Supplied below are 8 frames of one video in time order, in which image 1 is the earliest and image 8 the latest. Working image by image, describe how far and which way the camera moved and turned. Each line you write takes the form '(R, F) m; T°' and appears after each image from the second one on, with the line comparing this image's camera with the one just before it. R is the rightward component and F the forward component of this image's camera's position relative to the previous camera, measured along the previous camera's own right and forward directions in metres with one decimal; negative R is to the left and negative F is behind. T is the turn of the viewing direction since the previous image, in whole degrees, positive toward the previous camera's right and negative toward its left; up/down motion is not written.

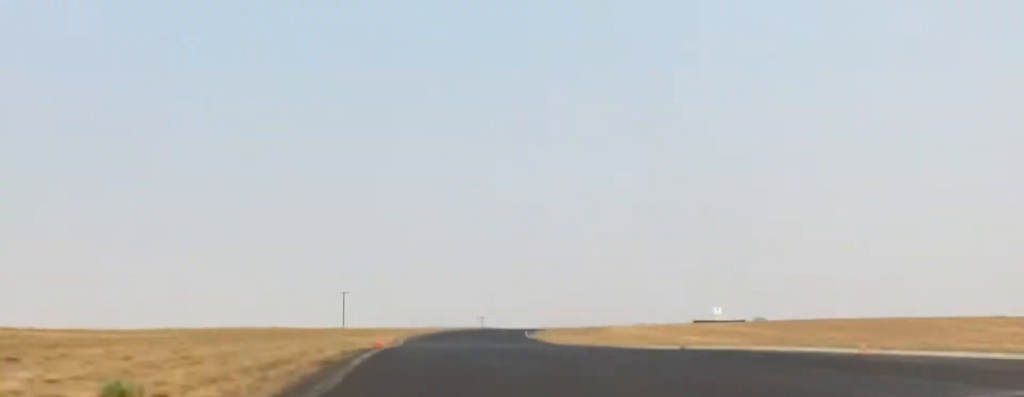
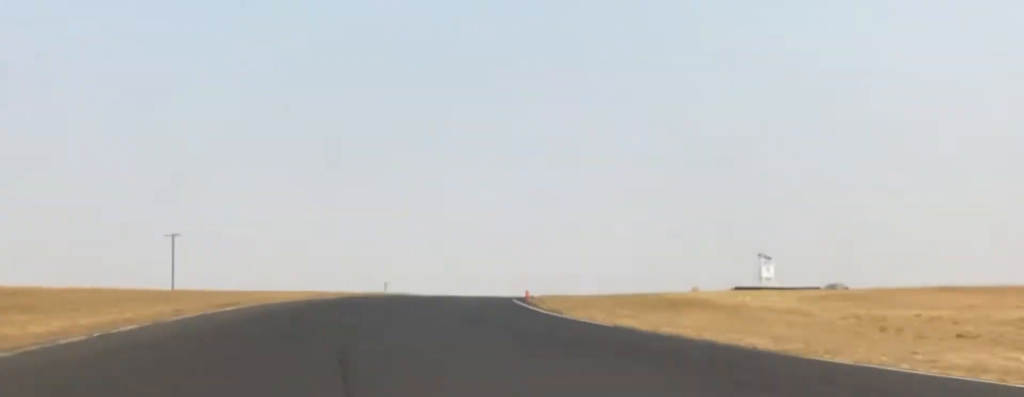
(+2.5, +58.6) m; +9°
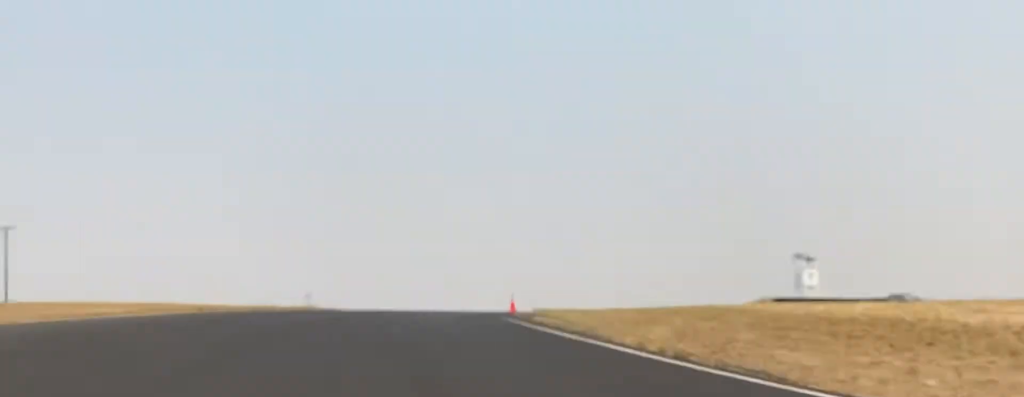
(+0.7, +23.3) m; +5°
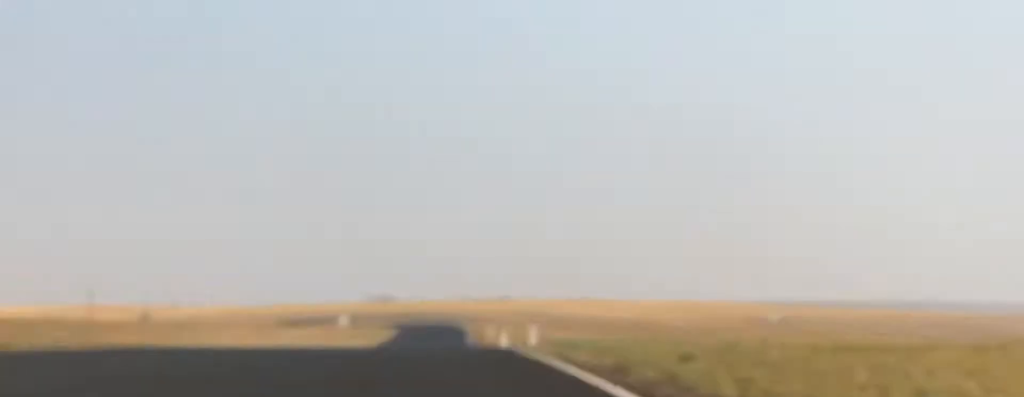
(+8.7, +62.1) m; +13°
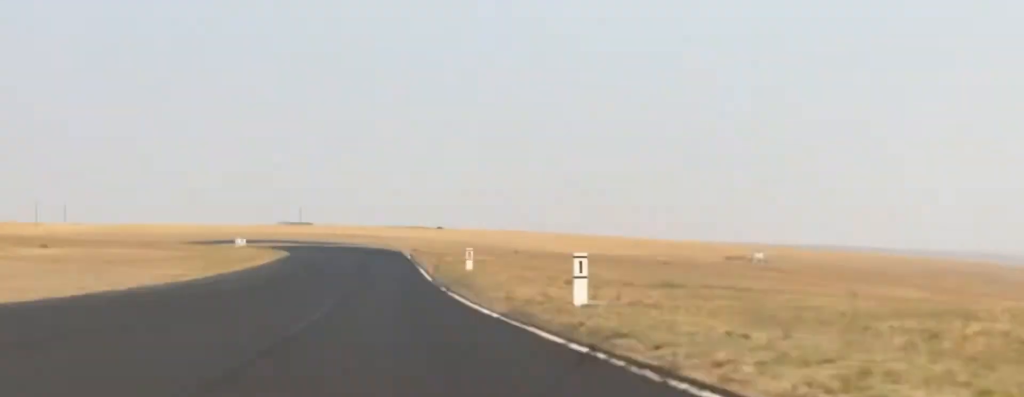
(+5.7, +64.1) m; +6°
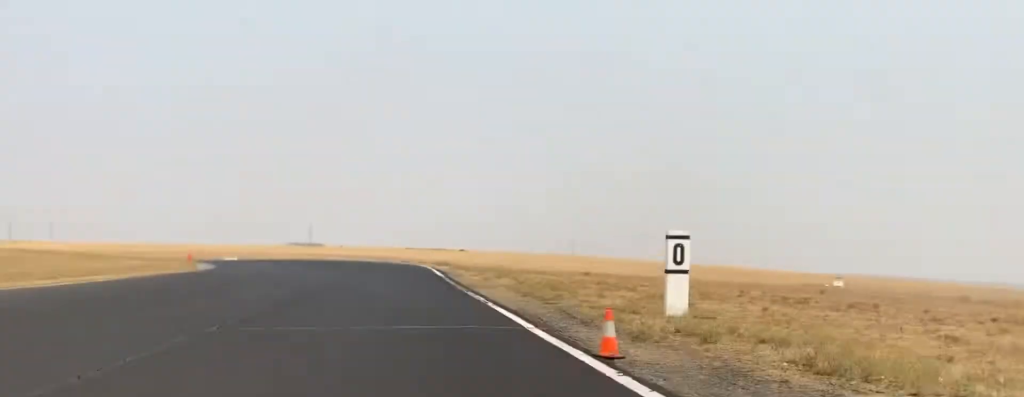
(+0.2, +43.6) m; -4°
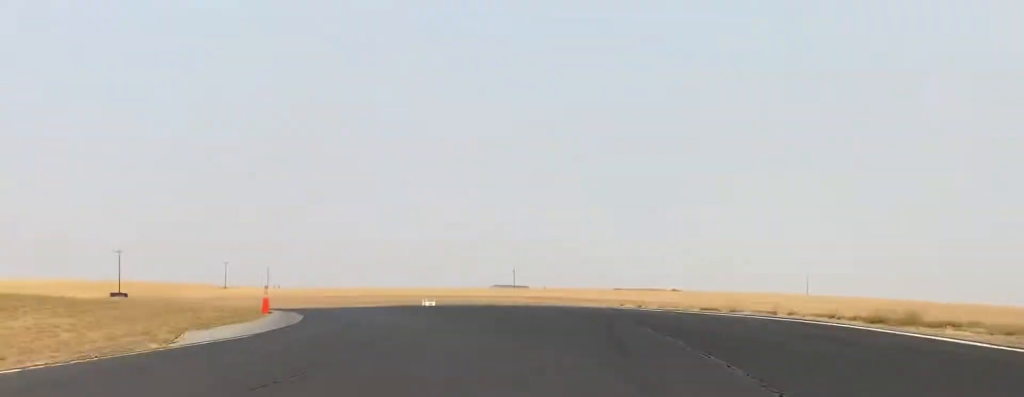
(-1.8, +36.9) m; -11°
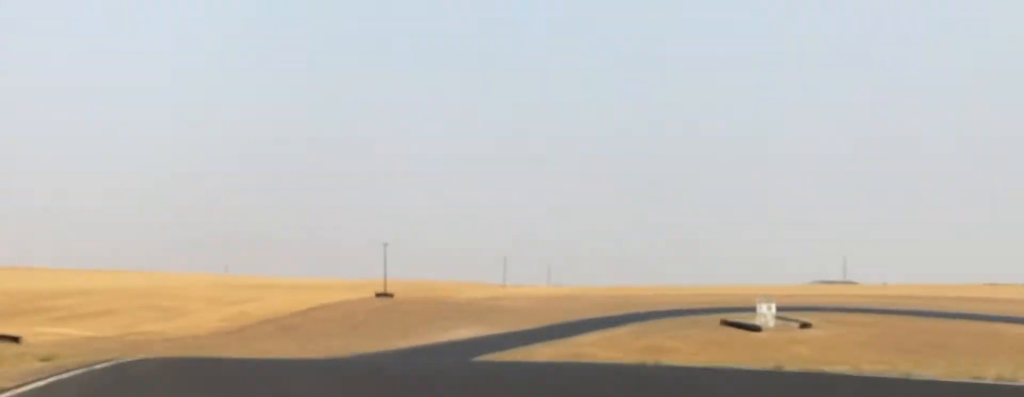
(-10.0, +45.6) m; -24°
